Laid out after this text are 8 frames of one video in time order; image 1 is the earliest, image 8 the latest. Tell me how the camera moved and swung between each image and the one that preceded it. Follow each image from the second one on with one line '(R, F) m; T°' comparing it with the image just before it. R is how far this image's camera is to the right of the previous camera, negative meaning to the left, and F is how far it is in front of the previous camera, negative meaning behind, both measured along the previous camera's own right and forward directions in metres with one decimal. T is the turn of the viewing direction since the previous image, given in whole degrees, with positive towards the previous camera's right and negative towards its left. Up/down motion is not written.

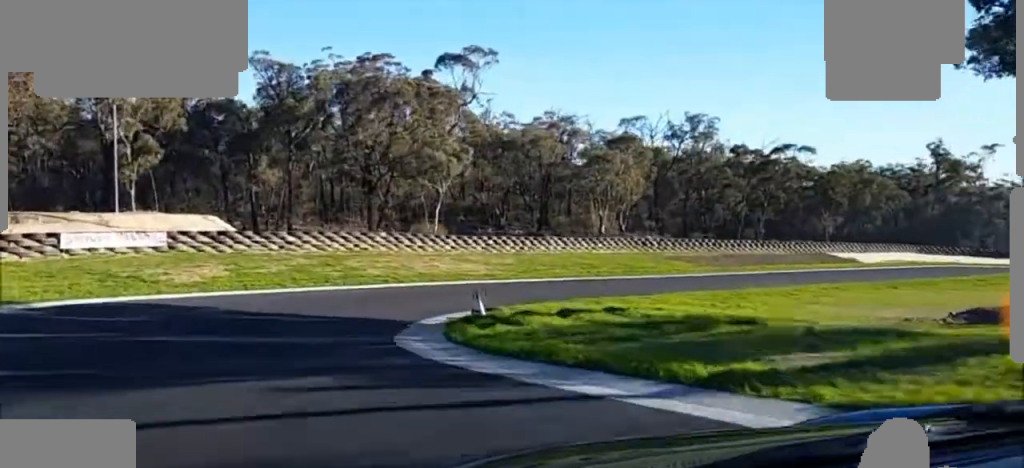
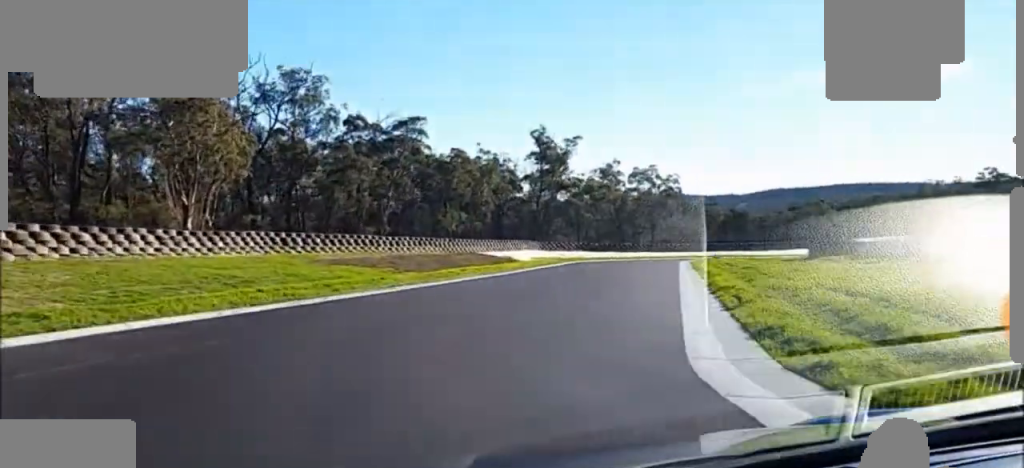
(+8.9, +28.6) m; +24°
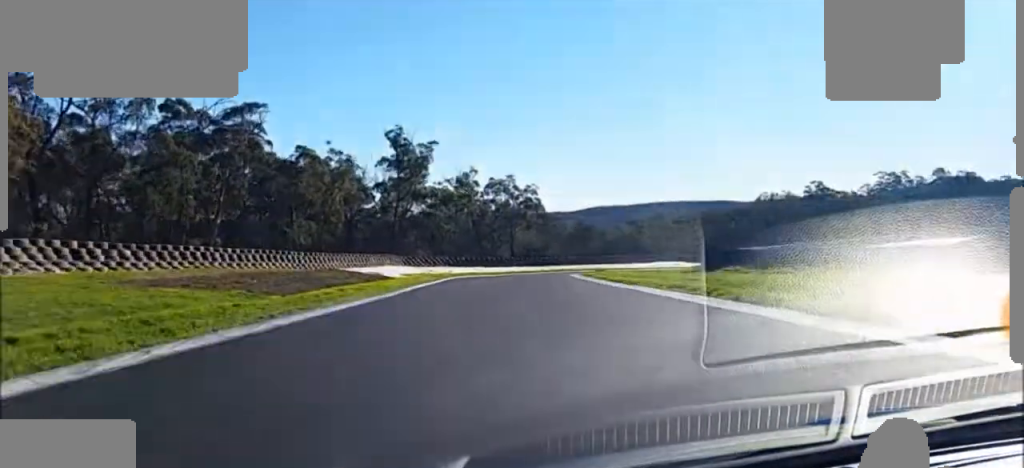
(+0.5, +10.8) m; +5°
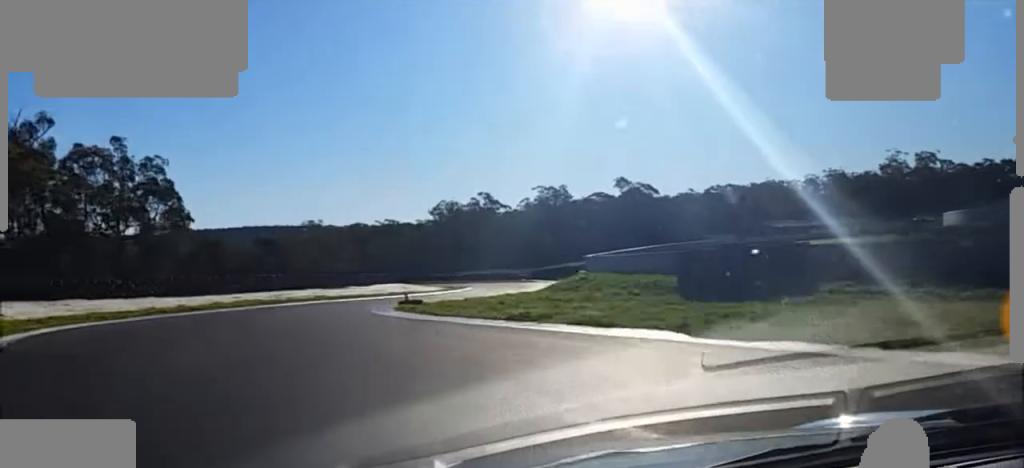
(+8.6, +42.7) m; +31°
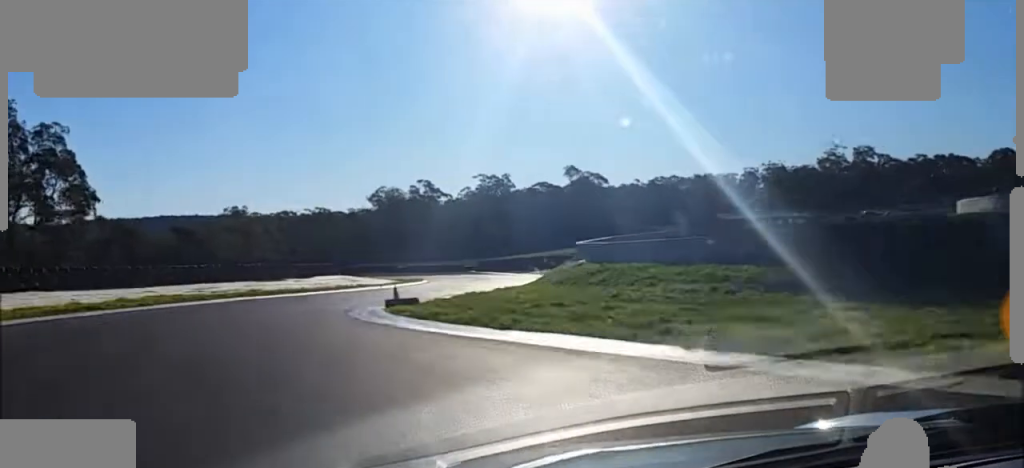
(+1.0, +9.6) m; +8°
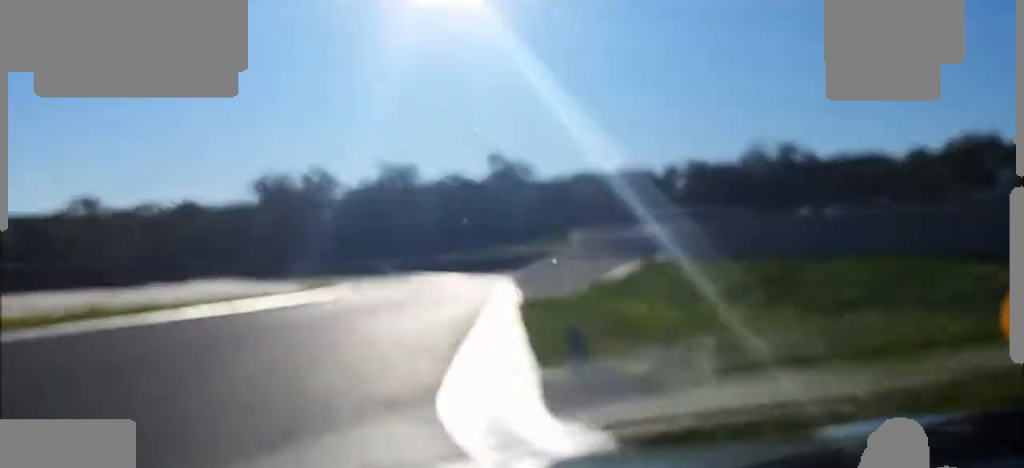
(+2.4, +18.9) m; +12°
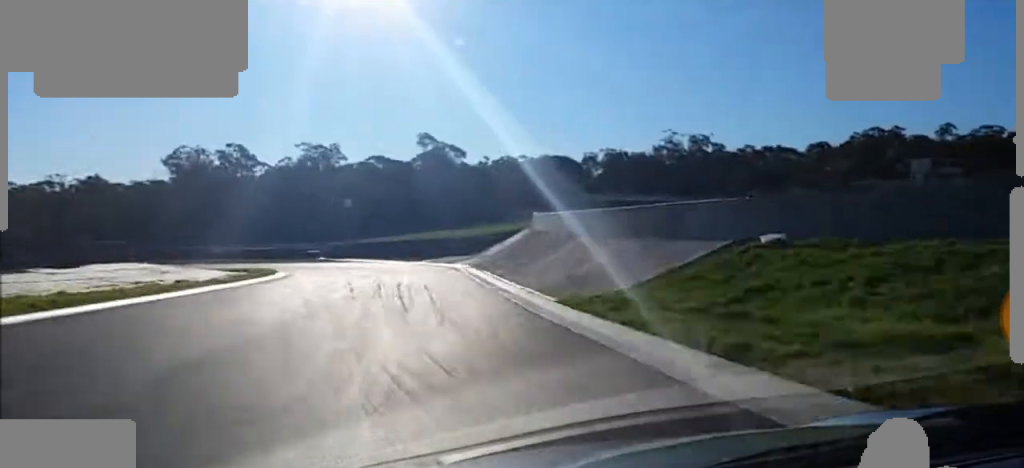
(+0.3, +11.1) m; +5°
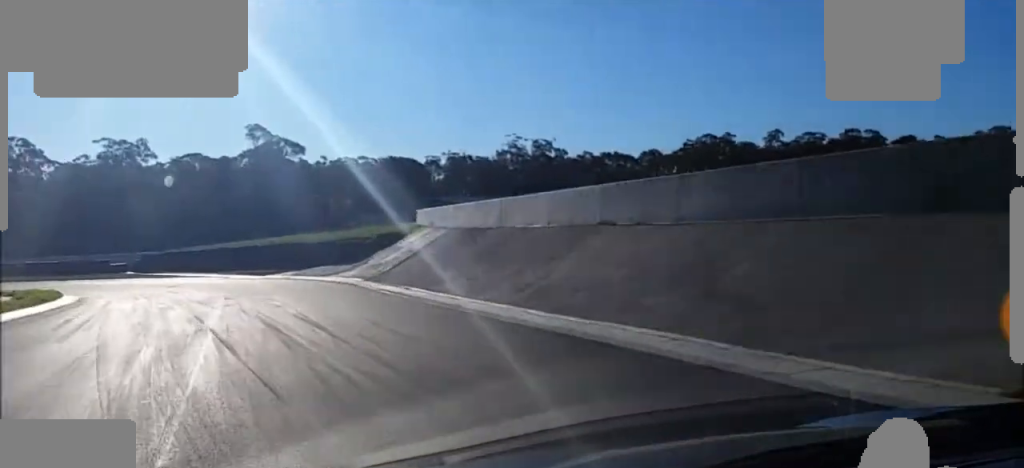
(+1.7, +18.9) m; +10°
